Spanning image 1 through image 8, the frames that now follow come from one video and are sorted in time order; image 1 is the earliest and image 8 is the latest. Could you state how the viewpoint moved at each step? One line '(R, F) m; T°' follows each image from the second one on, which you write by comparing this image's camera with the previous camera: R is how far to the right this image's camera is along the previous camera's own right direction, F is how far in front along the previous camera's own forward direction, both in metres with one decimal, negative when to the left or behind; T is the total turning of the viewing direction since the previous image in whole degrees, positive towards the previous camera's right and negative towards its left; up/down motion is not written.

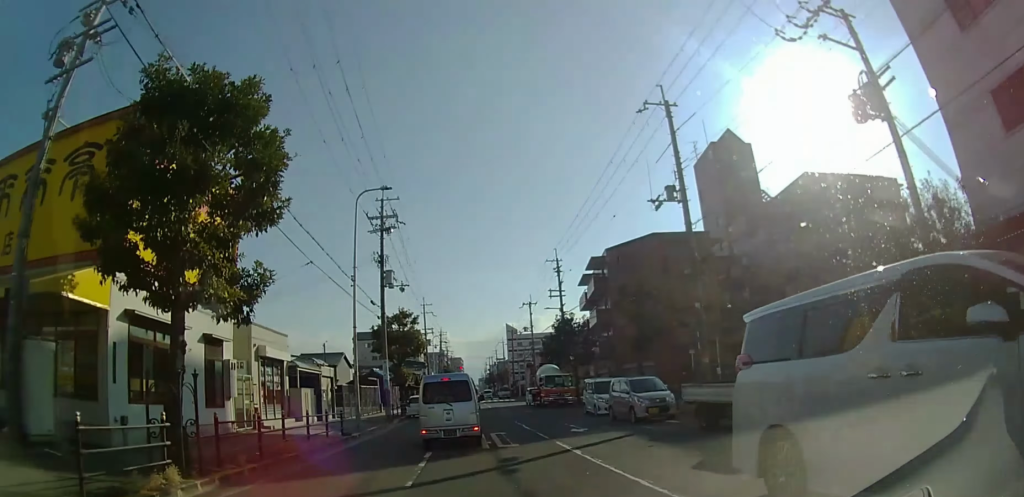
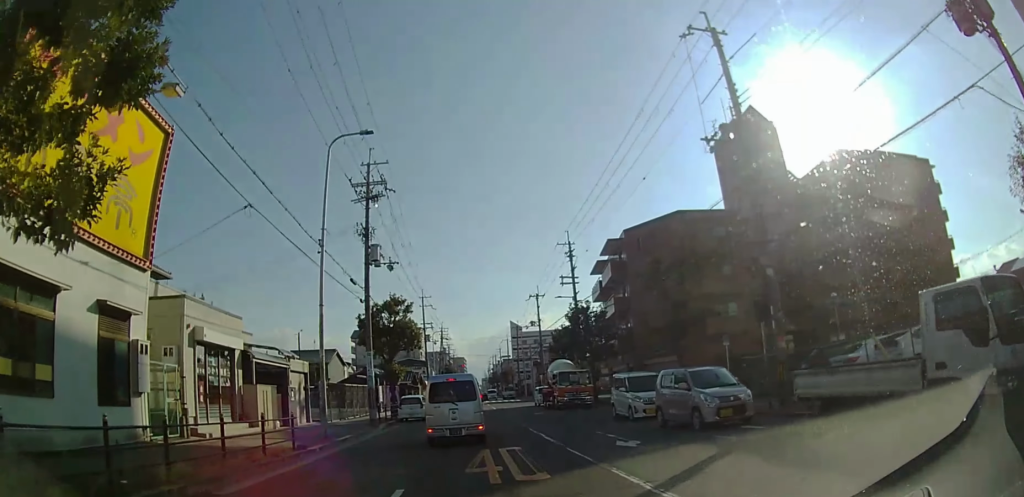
(0.0, +5.1) m; 0°
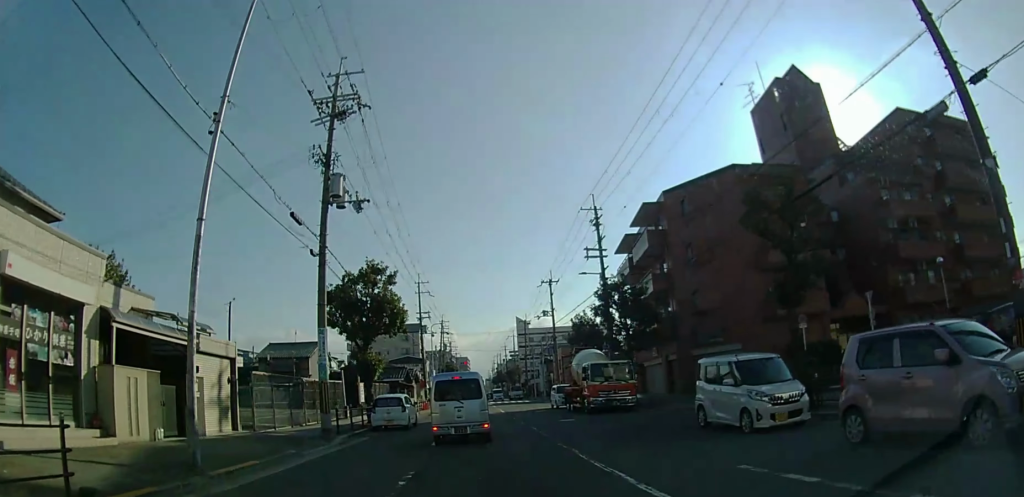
(-0.1, +8.3) m; -1°
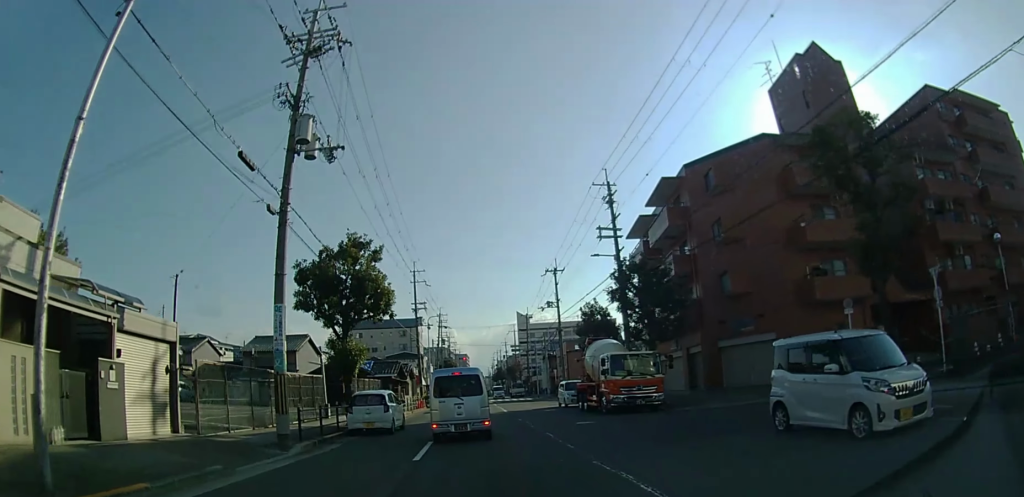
(0.0, +3.7) m; 0°
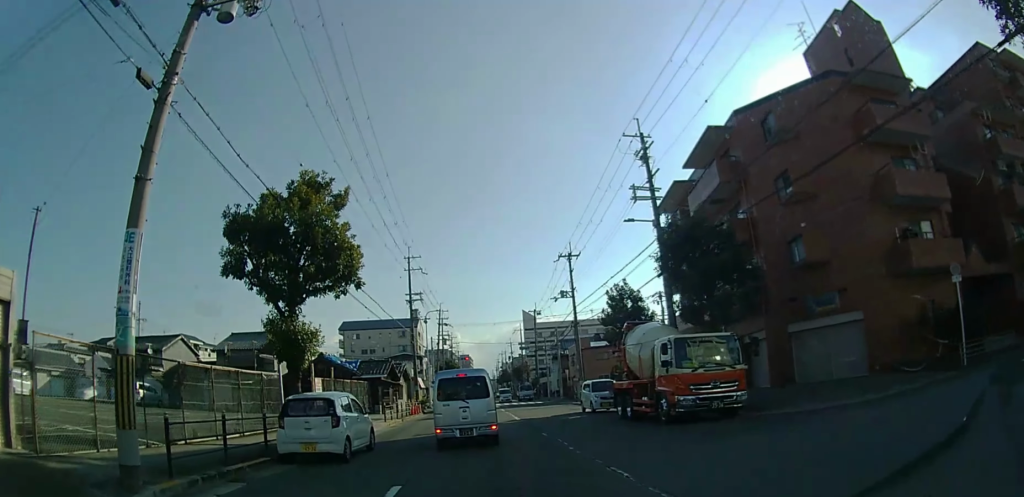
(0.0, +7.0) m; 0°
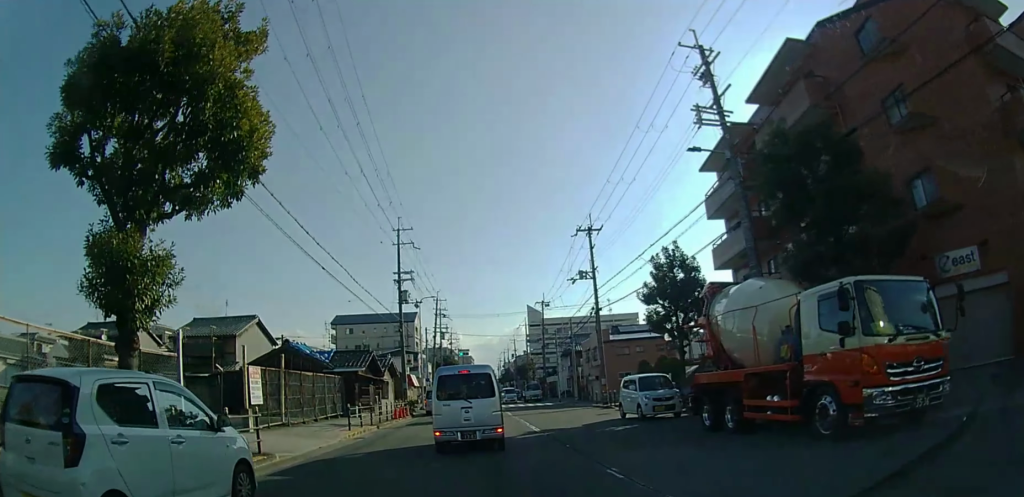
(0.0, +9.0) m; 0°
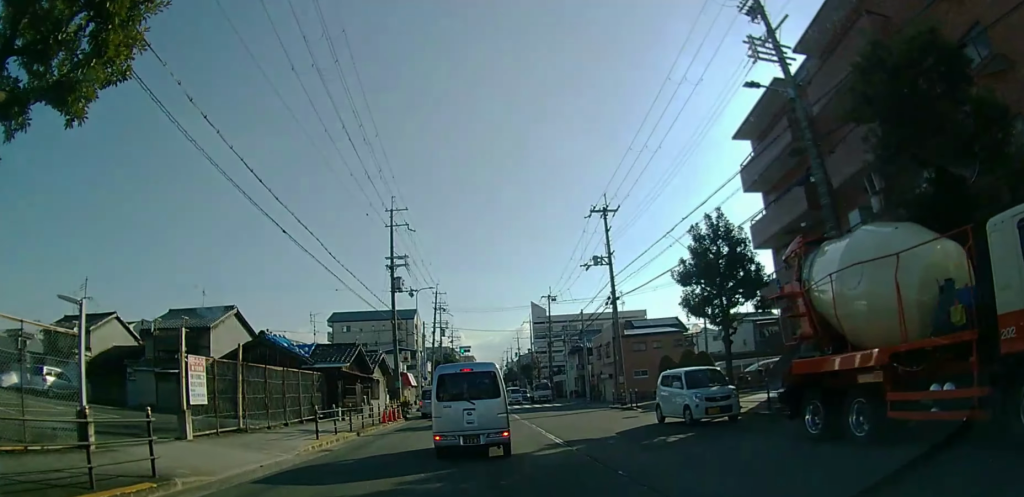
(0.0, +4.4) m; 0°
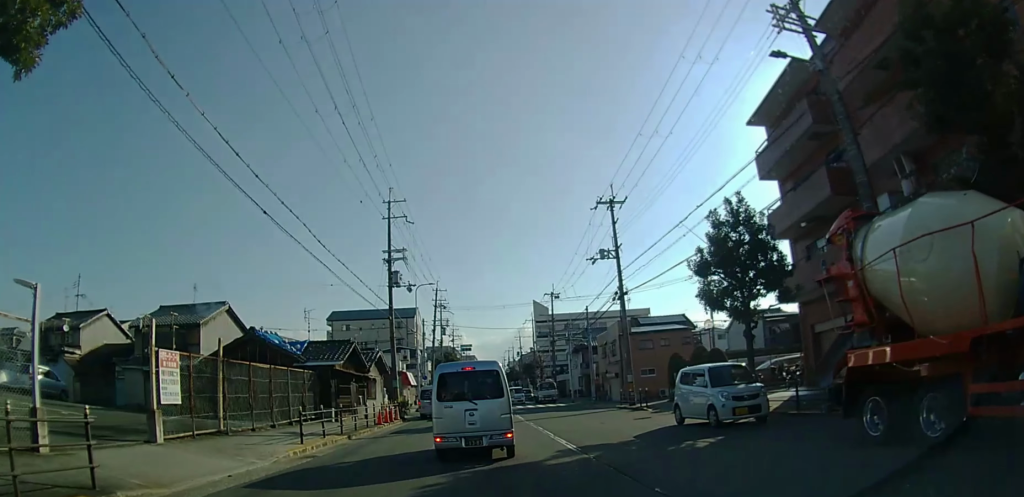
(0.0, +1.5) m; 0°
